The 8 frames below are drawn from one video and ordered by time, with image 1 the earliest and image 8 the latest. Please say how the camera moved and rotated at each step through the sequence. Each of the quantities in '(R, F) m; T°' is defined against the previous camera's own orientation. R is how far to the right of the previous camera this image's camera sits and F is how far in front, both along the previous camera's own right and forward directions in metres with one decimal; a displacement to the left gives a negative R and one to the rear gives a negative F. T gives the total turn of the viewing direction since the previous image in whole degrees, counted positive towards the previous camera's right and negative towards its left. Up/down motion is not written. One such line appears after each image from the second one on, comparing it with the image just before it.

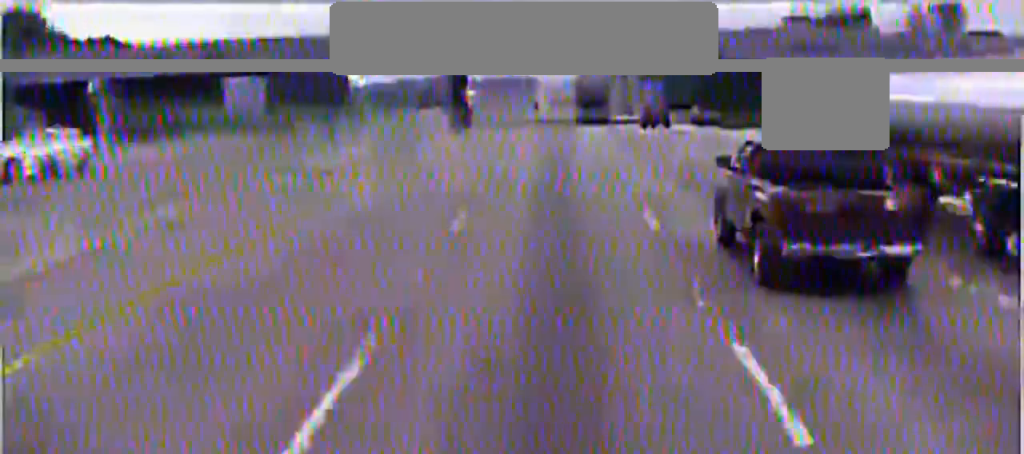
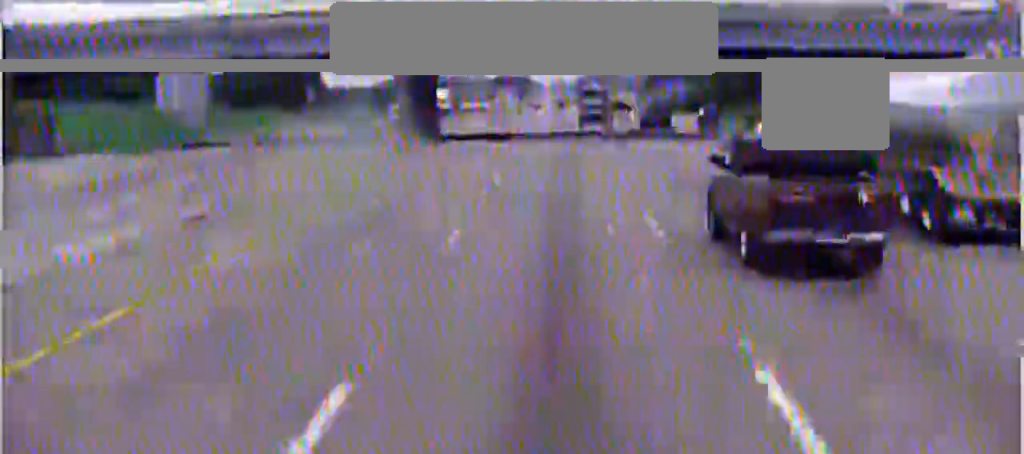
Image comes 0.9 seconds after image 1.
(0.0, +24.7) m; 0°
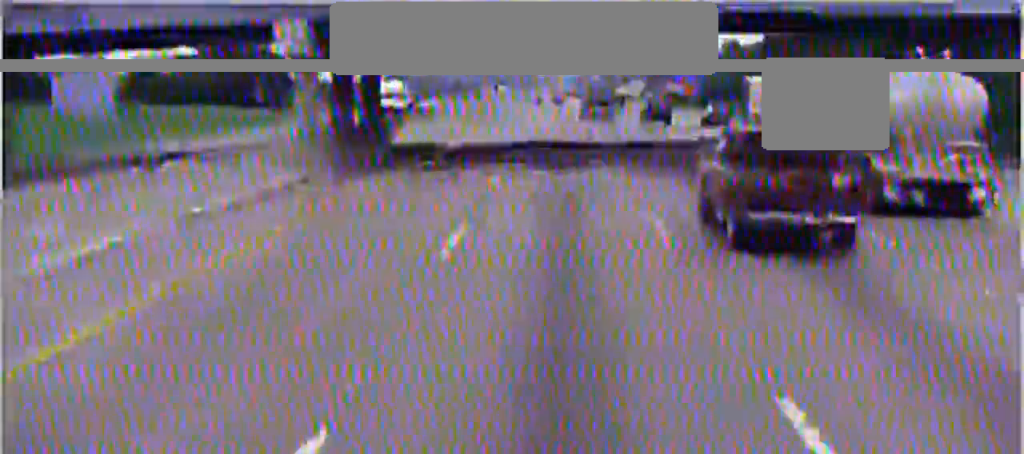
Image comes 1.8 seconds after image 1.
(0.0, +24.7) m; 0°
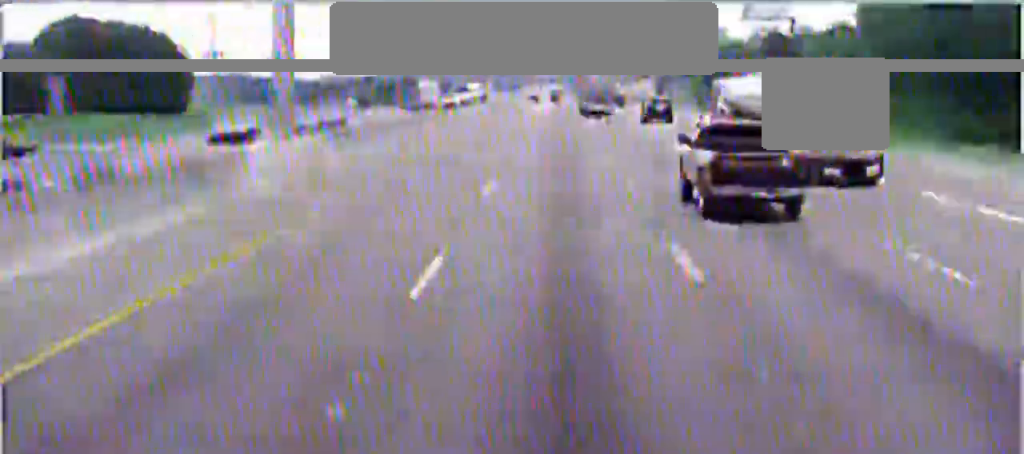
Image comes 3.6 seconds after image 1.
(-0.3, +48.6) m; -1°
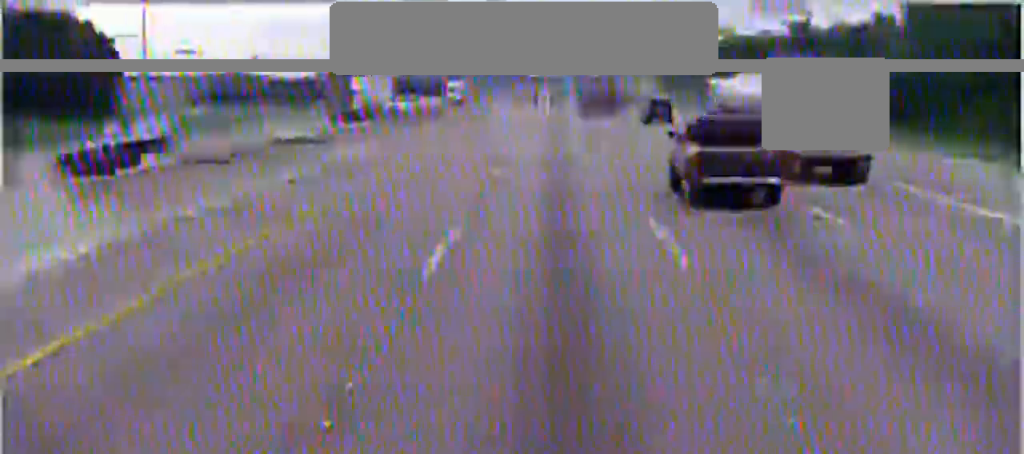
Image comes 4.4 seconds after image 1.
(-0.1, +20.4) m; 0°
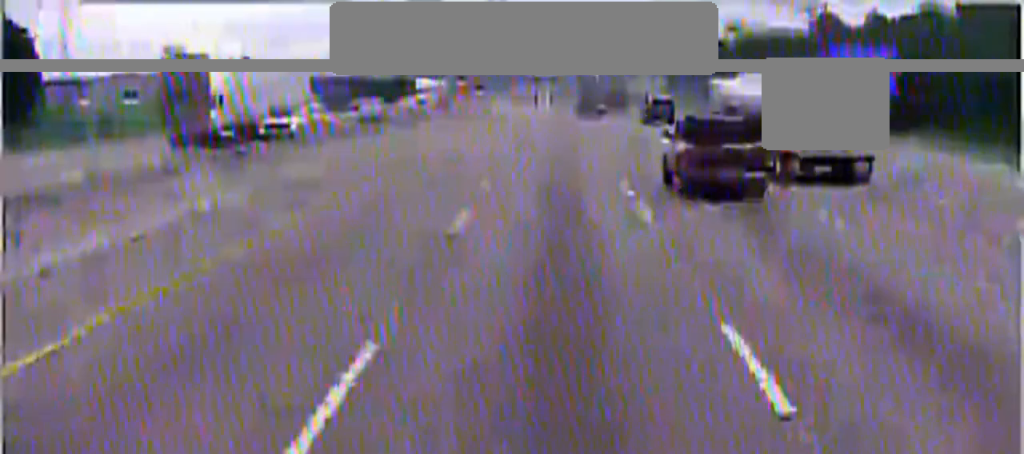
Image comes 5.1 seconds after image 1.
(-0.2, +16.8) m; 0°
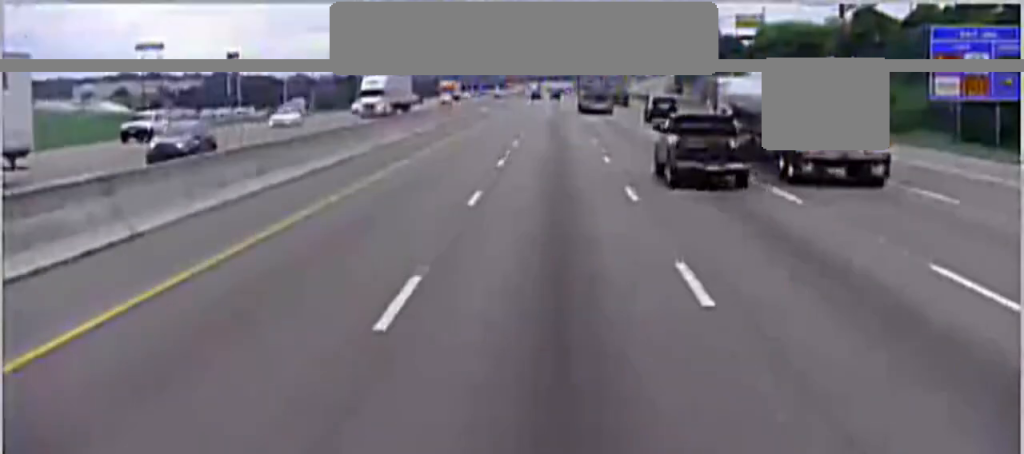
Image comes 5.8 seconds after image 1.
(+0.2, +16.9) m; +1°
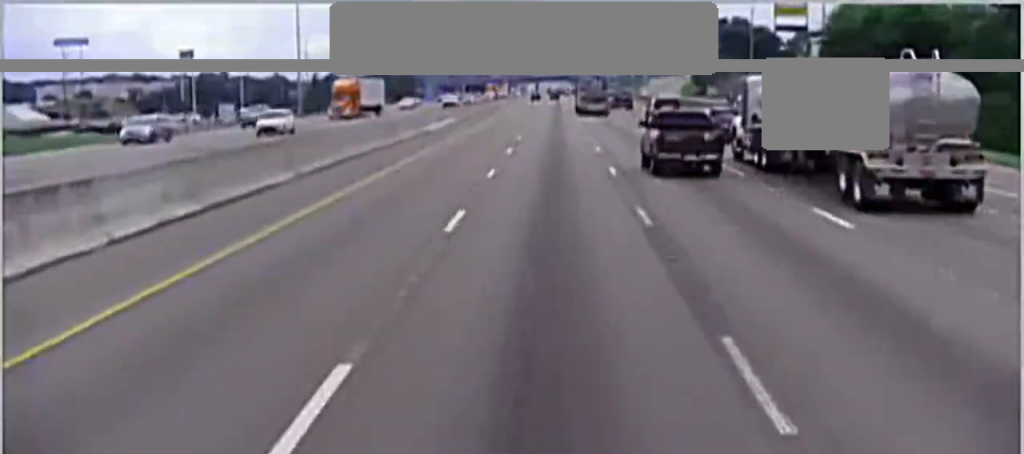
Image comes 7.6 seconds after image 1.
(+0.1, +46.4) m; 0°
